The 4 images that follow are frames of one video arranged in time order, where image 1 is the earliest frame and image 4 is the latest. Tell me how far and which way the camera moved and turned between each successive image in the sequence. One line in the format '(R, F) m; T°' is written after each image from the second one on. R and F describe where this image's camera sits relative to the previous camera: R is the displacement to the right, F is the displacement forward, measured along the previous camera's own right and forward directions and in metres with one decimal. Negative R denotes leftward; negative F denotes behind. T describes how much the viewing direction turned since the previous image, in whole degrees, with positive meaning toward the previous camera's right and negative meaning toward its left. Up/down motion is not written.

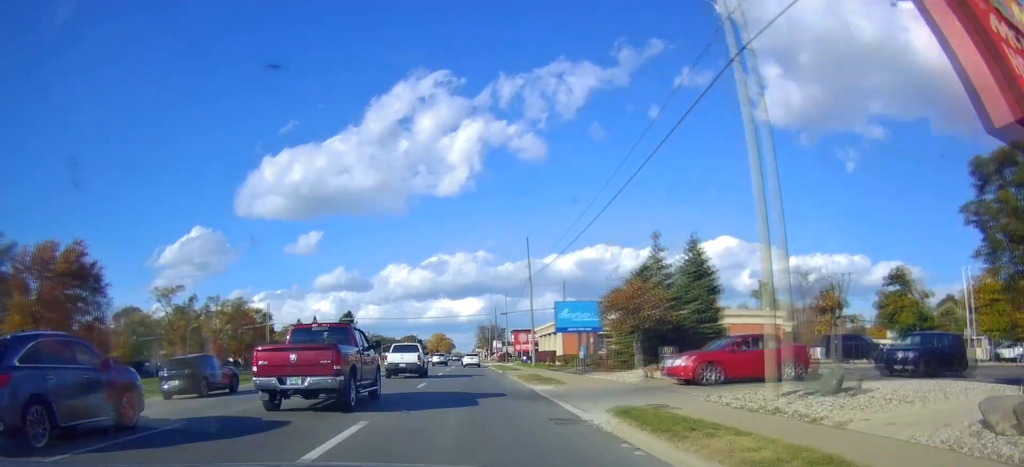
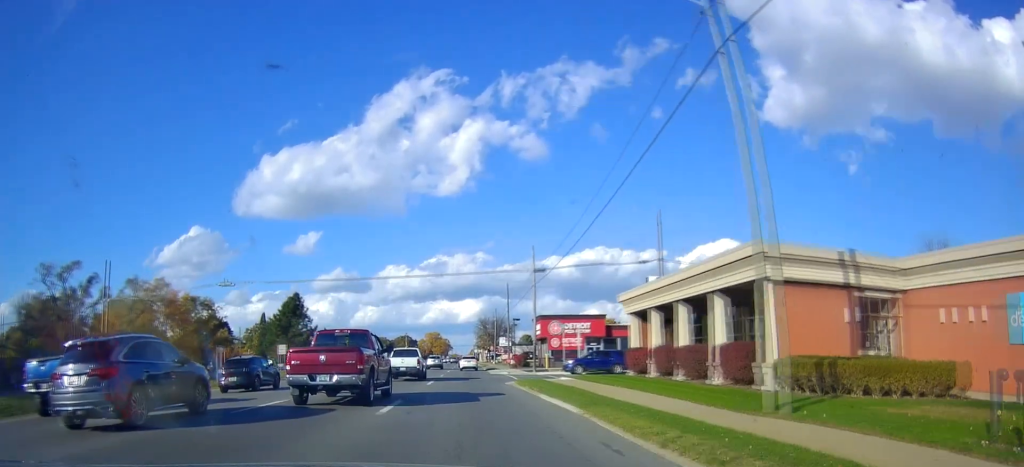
(+0.7, +39.2) m; 0°
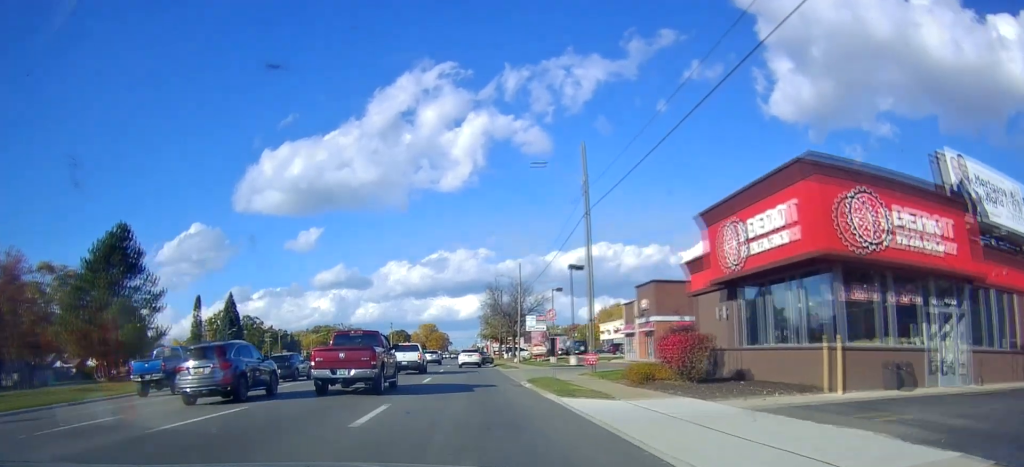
(-0.3, +49.1) m; -1°
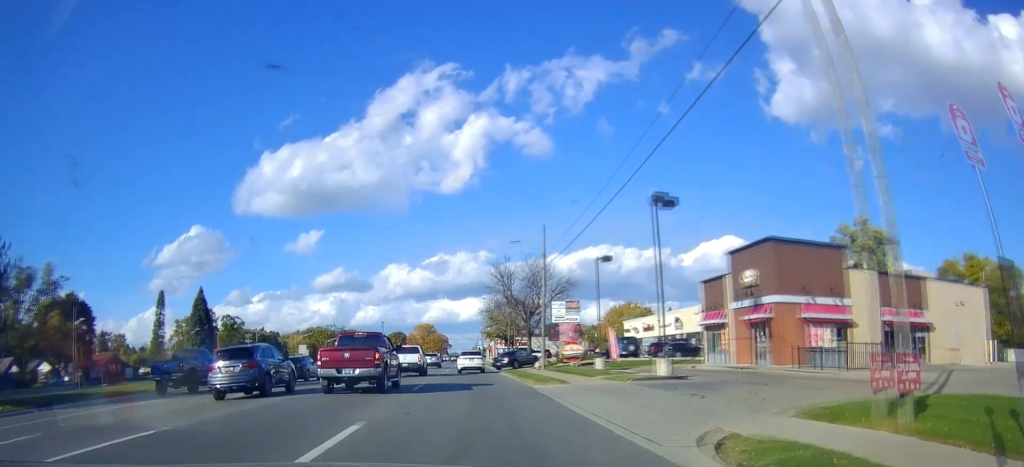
(-0.5, +19.0) m; 0°
